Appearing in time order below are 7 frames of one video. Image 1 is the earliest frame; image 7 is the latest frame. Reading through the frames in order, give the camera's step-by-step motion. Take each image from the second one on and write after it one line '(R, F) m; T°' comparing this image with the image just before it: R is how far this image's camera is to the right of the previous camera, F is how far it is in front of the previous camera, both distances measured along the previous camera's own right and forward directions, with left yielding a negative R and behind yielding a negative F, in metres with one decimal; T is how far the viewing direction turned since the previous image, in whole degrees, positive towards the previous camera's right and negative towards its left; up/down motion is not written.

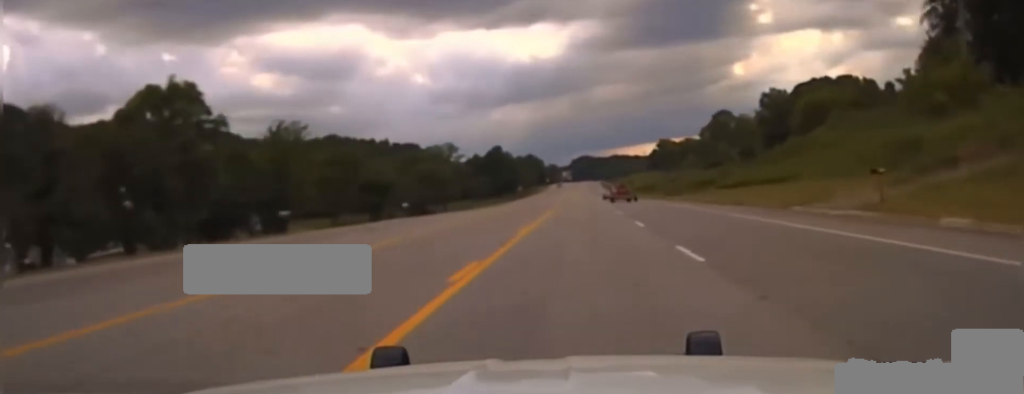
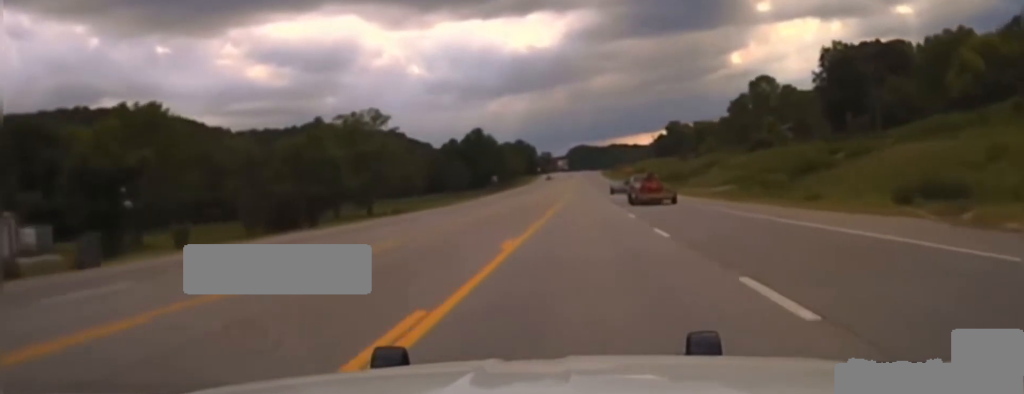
(+0.5, +67.4) m; 0°
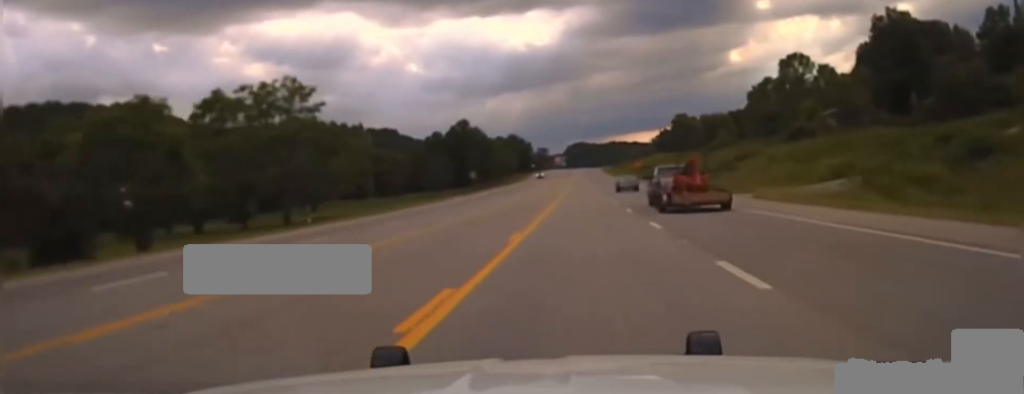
(-0.2, +35.1) m; 0°
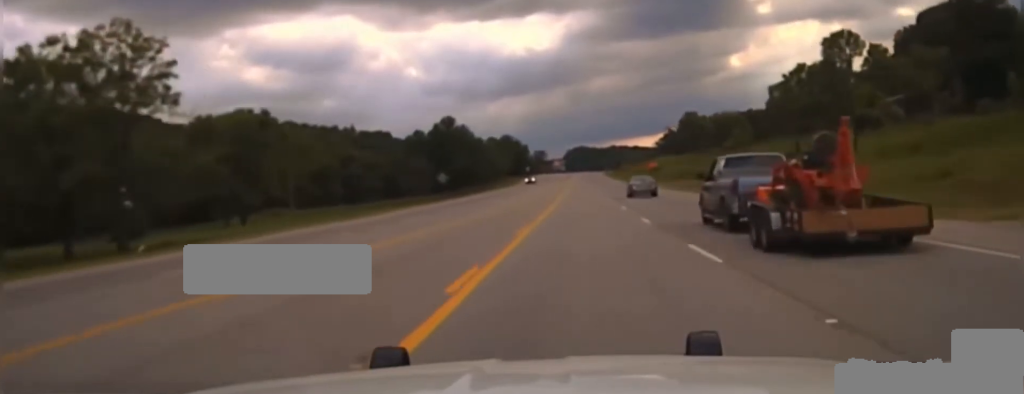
(0.0, +33.7) m; 0°
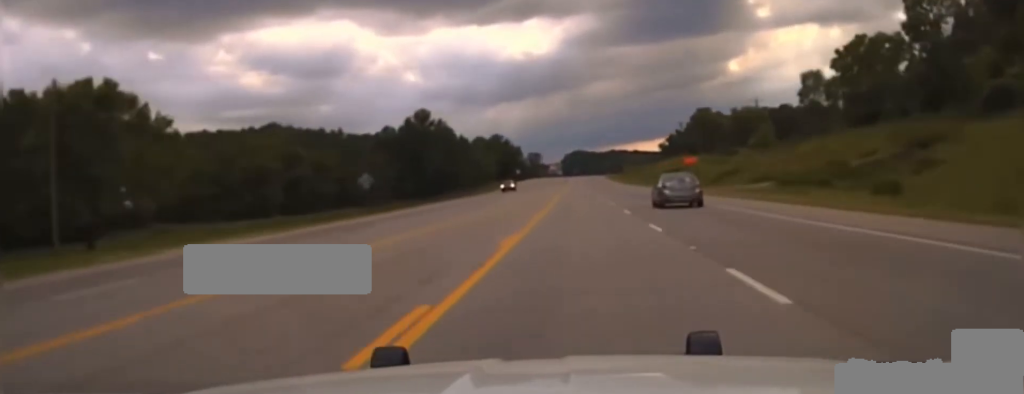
(0.0, +40.8) m; 0°
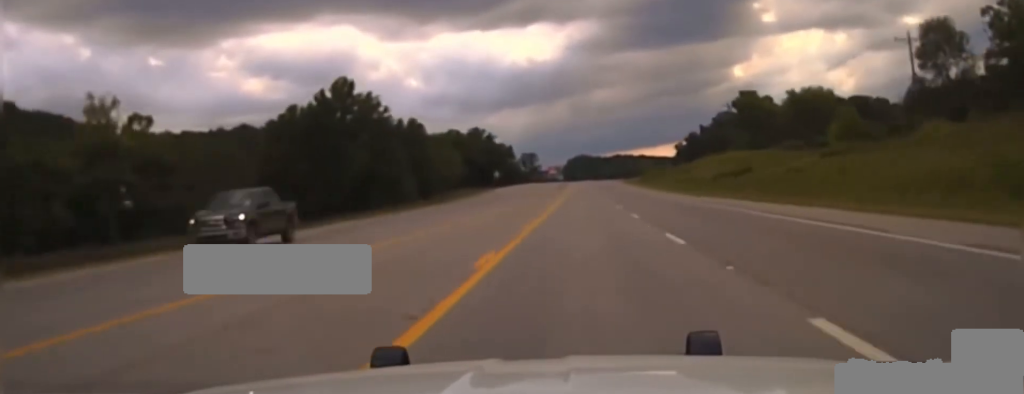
(+0.3, +76.2) m; +1°
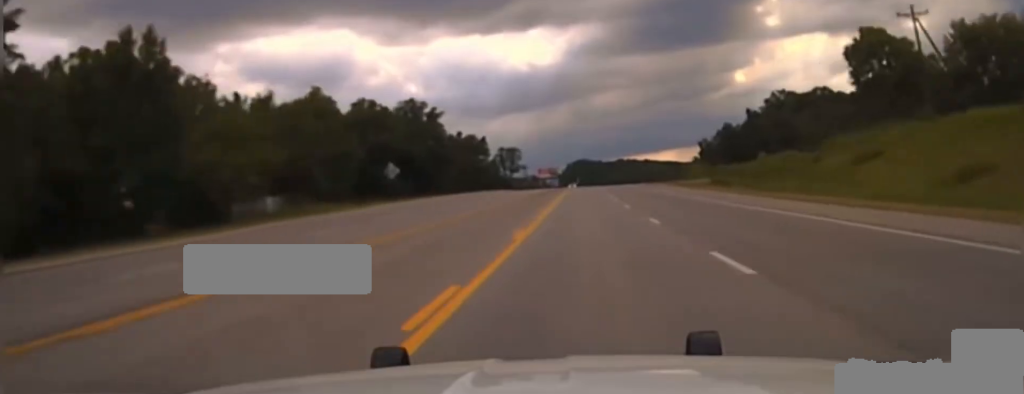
(-0.3, +105.1) m; 0°
